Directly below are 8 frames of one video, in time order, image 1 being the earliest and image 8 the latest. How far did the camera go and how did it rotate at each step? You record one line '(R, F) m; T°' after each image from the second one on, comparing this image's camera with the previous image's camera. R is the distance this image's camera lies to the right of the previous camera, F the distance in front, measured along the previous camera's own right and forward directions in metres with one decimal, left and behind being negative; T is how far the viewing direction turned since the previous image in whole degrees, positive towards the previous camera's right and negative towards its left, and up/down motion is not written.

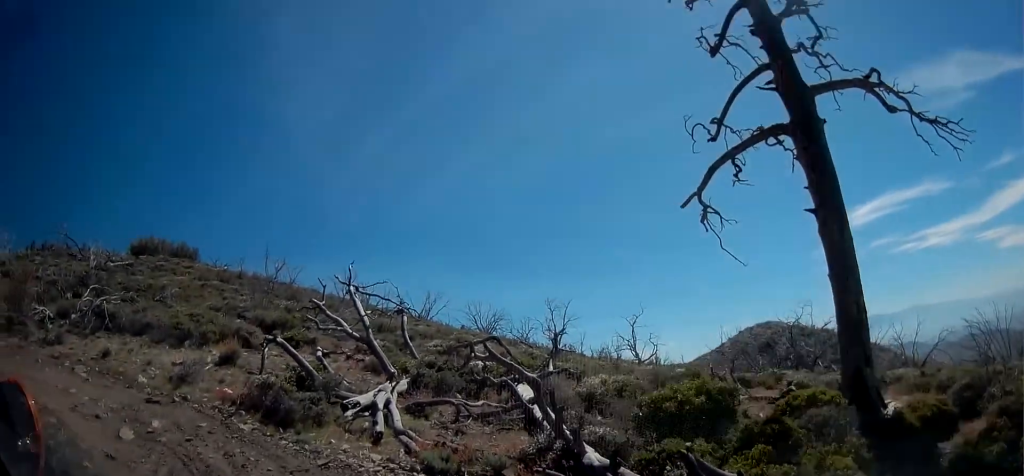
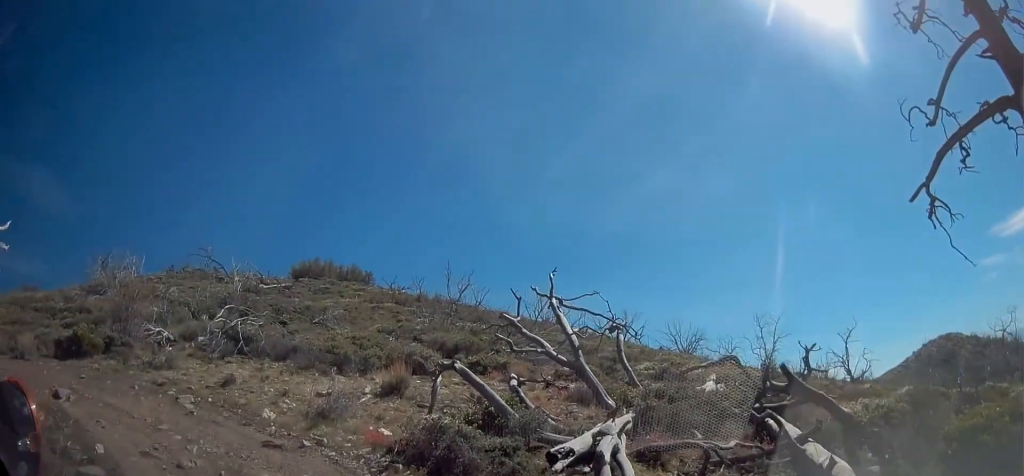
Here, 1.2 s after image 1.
(-0.6, +3.0) m; -15°
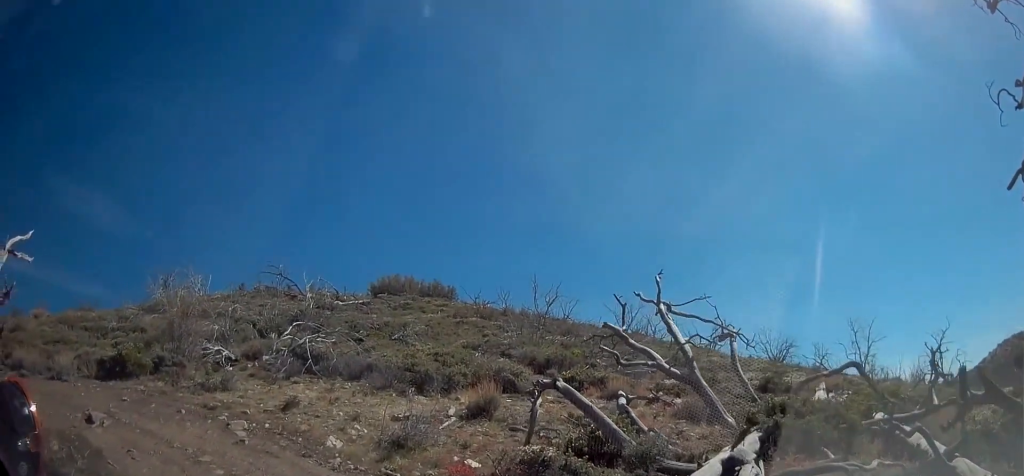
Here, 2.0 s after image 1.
(0.0, +1.7) m; -13°
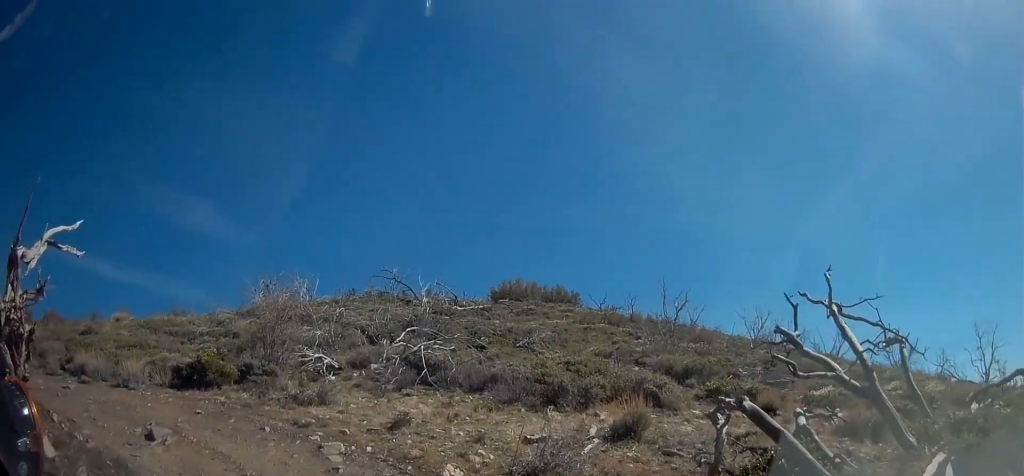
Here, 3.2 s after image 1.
(-0.6, +1.6) m; -23°
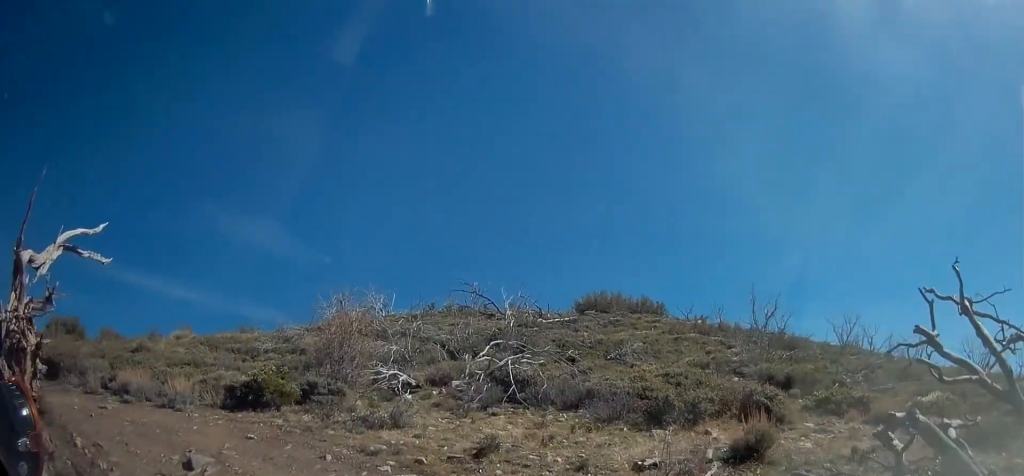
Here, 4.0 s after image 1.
(0.0, +1.2) m; -2°
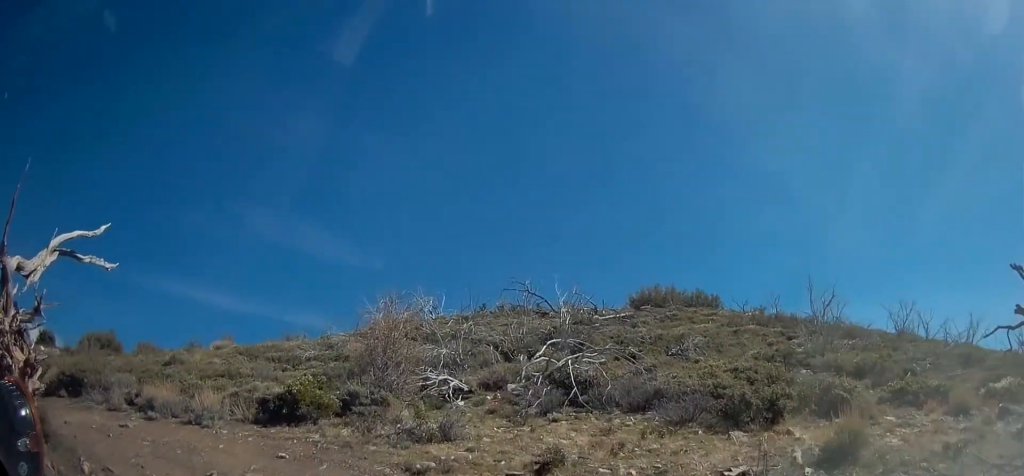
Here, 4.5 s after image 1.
(0.0, +0.9) m; -11°
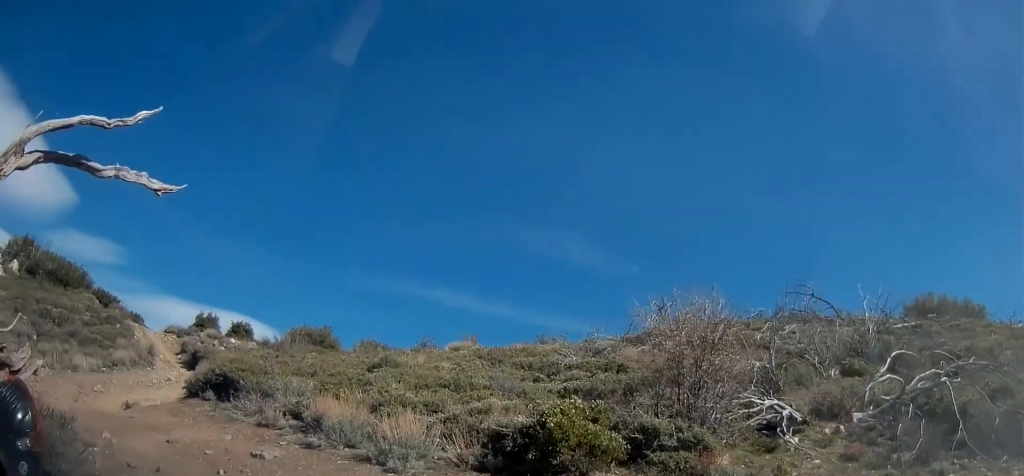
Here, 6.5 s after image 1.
(-0.7, +3.8) m; -13°
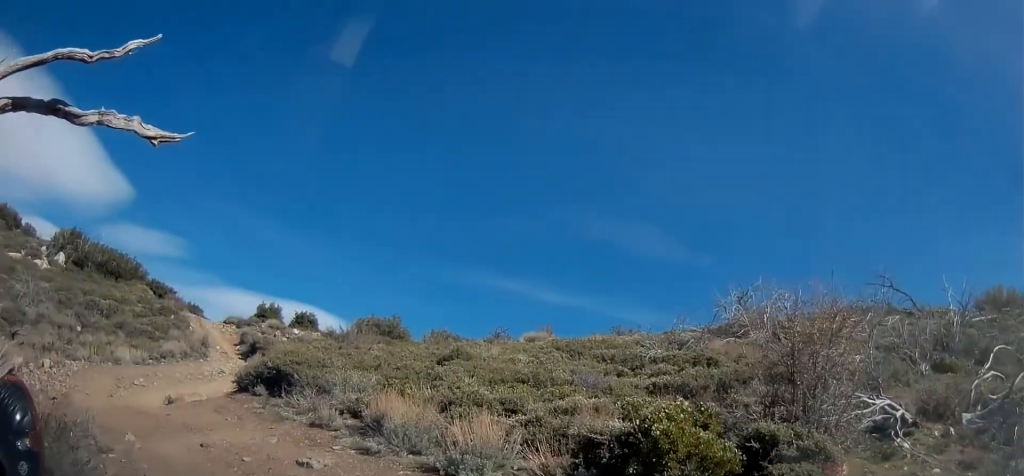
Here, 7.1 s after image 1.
(+0.2, +1.0) m; -5°
